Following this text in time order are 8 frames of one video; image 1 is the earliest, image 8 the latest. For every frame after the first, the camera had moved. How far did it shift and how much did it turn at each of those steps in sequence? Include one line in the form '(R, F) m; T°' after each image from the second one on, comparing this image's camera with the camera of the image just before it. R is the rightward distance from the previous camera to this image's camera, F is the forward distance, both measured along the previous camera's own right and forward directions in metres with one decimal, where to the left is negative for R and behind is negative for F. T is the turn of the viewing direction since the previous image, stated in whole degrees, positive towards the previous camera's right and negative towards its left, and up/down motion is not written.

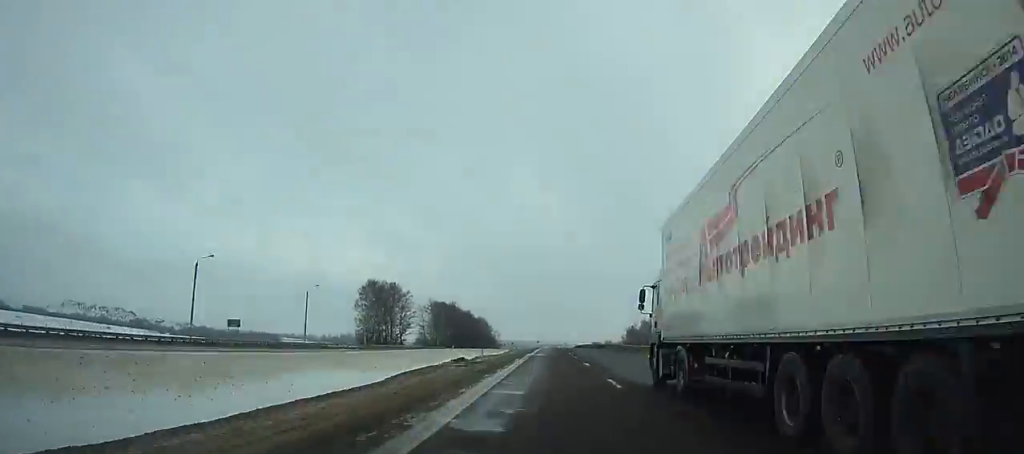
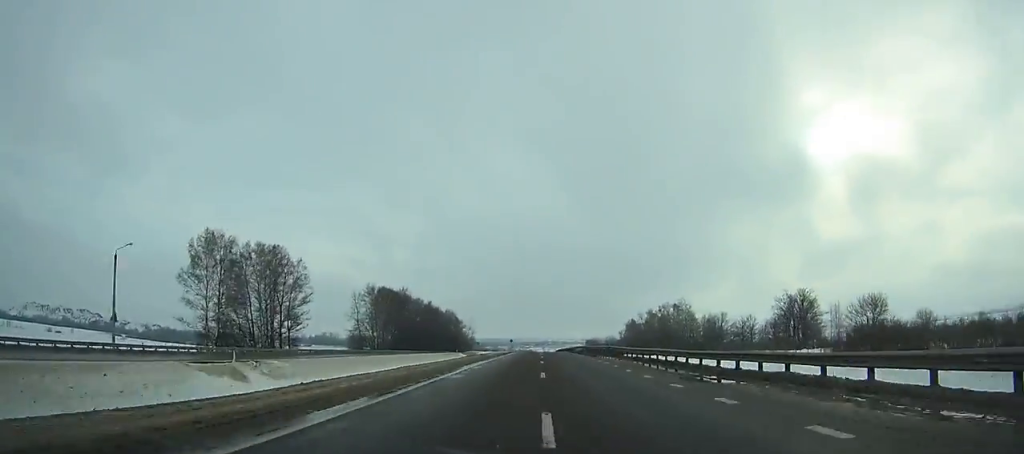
(+0.4, +68.3) m; 0°
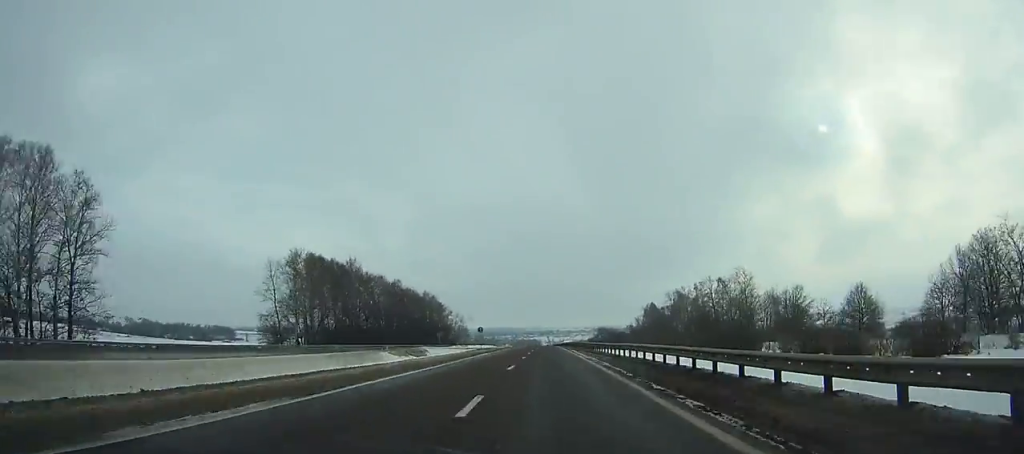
(+0.1, +56.7) m; 0°
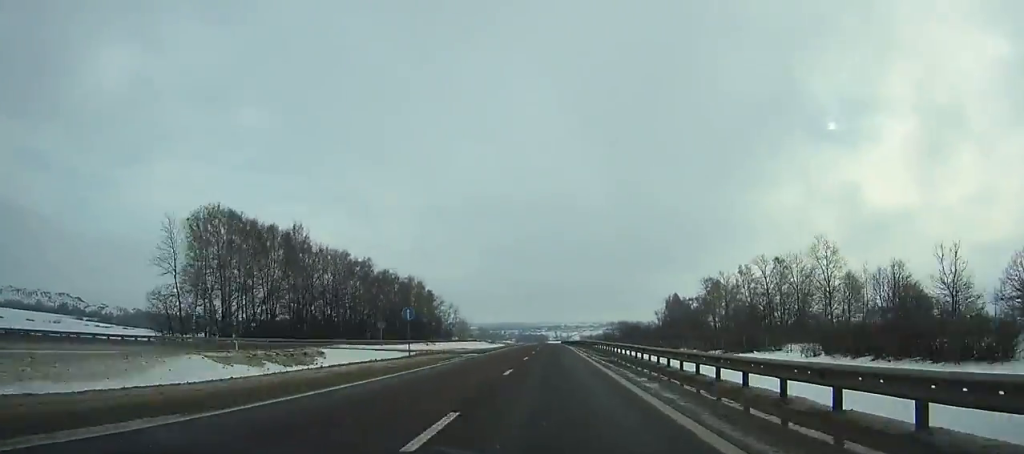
(-0.2, +39.8) m; 0°
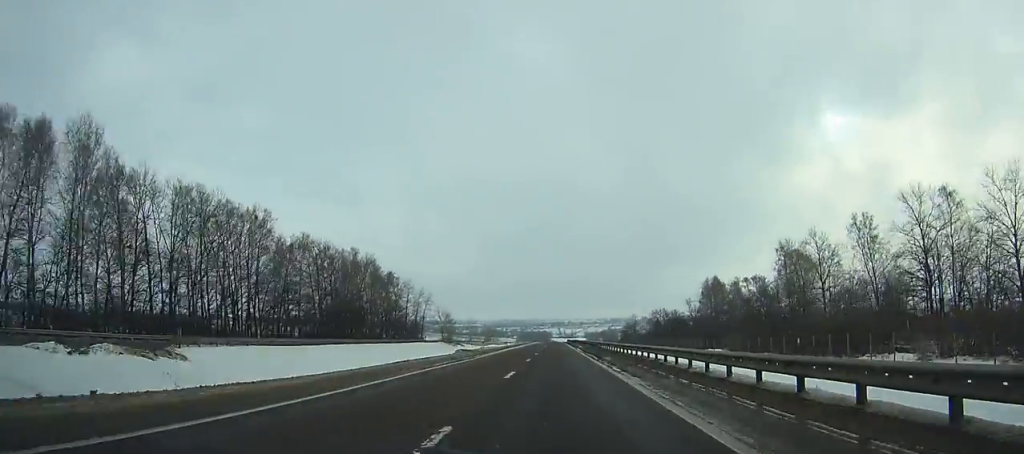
(-0.3, +60.1) m; 0°
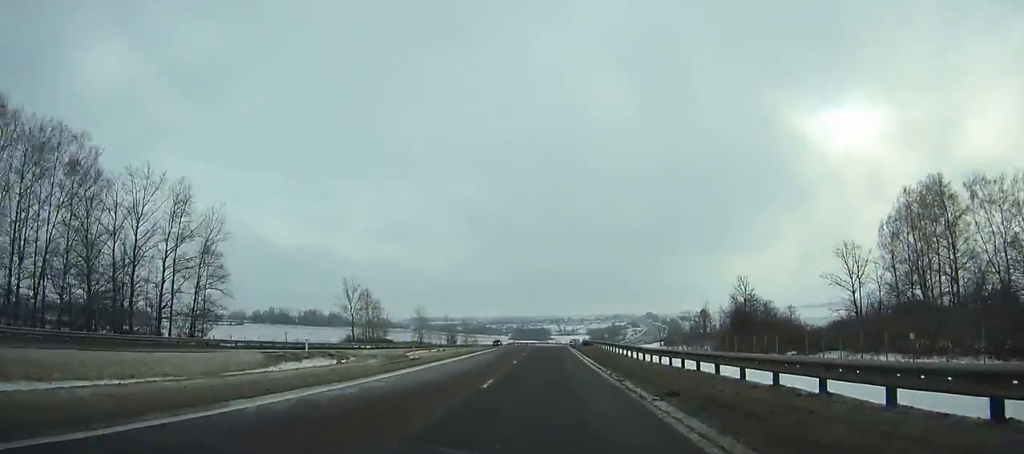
(+0.3, +120.7) m; +1°
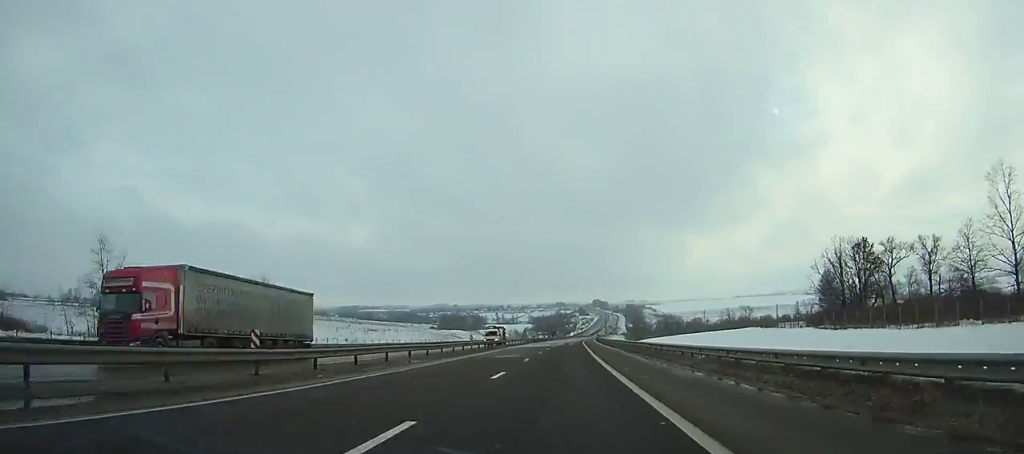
(+7.5, +164.7) m; +6°
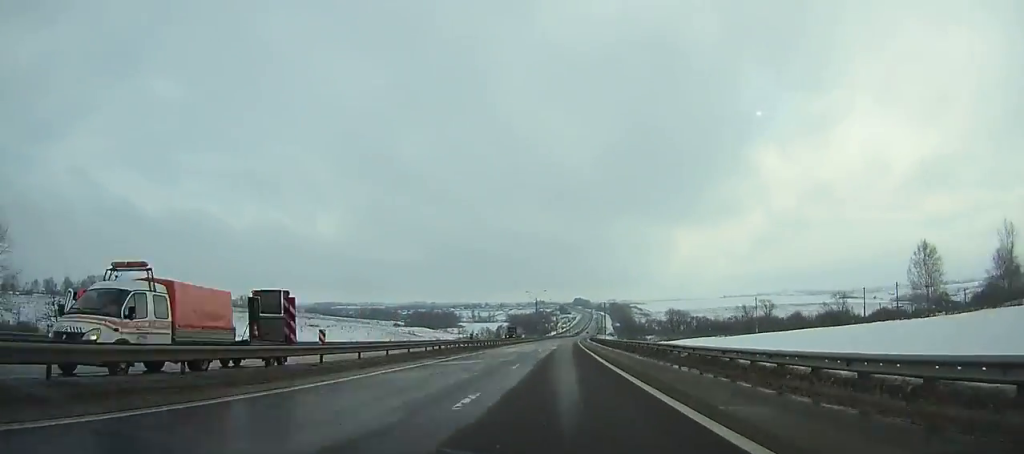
(+1.3, +67.4) m; +2°
